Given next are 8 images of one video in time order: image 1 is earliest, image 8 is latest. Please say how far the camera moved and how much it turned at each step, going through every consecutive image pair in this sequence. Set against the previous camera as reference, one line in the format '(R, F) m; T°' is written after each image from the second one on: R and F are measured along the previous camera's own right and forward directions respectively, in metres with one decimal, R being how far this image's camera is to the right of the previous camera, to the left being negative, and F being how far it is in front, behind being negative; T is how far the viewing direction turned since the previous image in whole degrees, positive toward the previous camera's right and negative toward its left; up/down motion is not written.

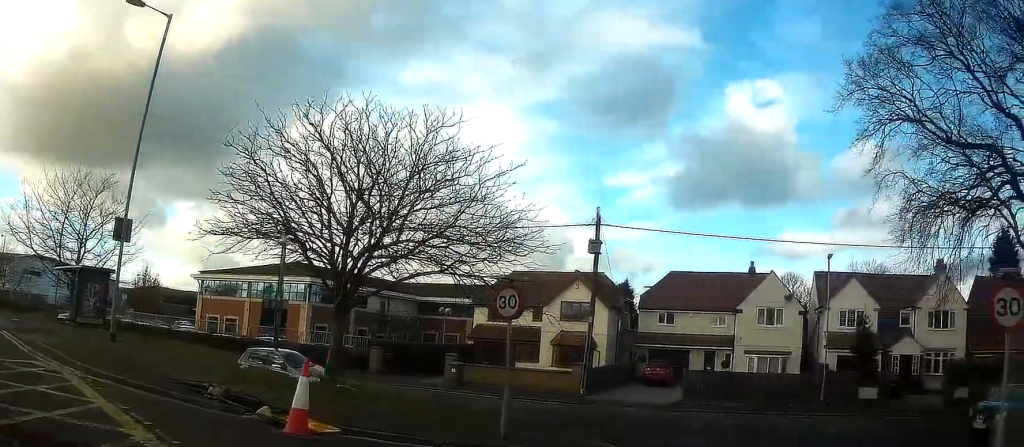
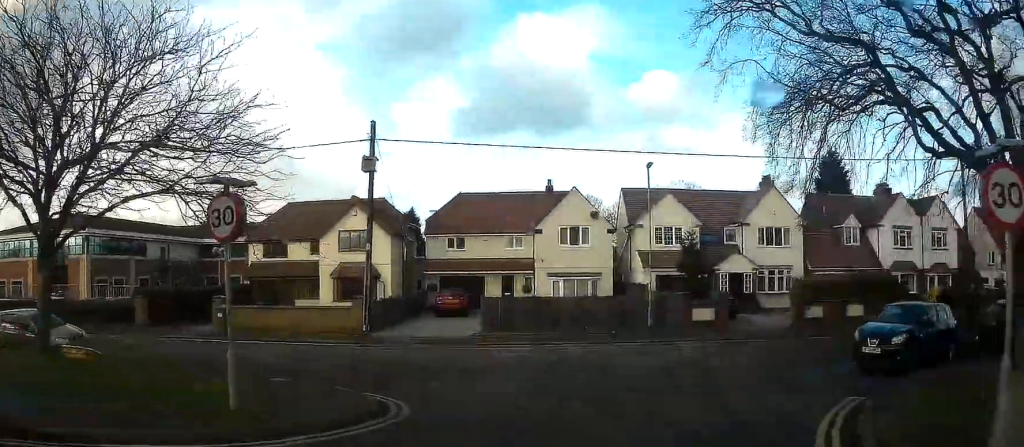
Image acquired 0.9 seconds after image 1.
(+0.3, +2.4) m; +14°
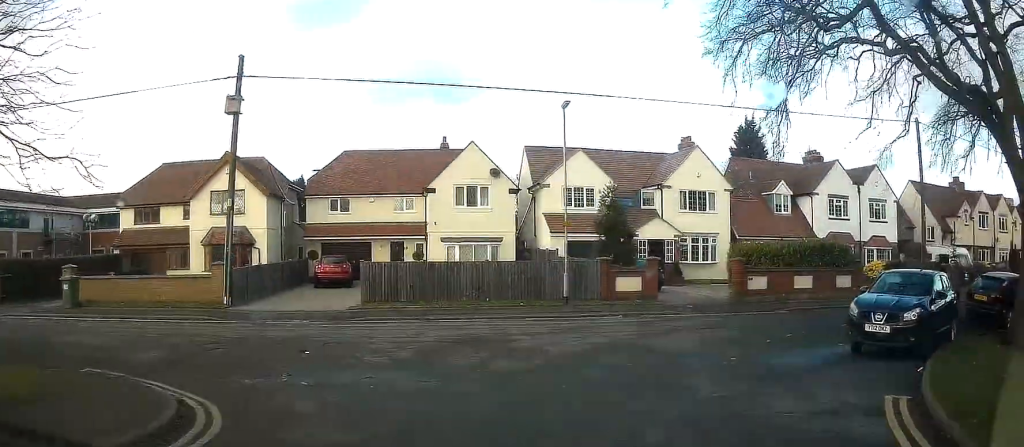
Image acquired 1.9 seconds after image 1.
(+0.4, +3.3) m; +8°
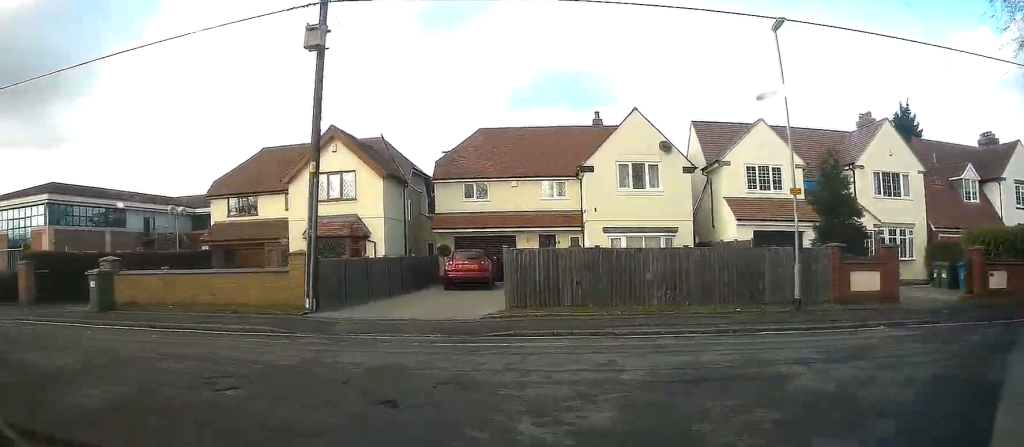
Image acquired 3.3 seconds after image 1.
(0.0, +5.9) m; -4°
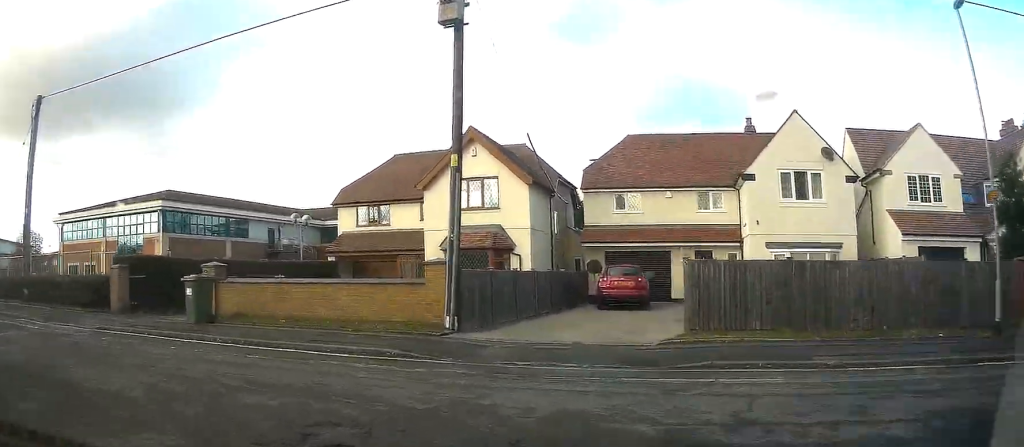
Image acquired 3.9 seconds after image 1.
(-0.1, +2.3) m; -10°
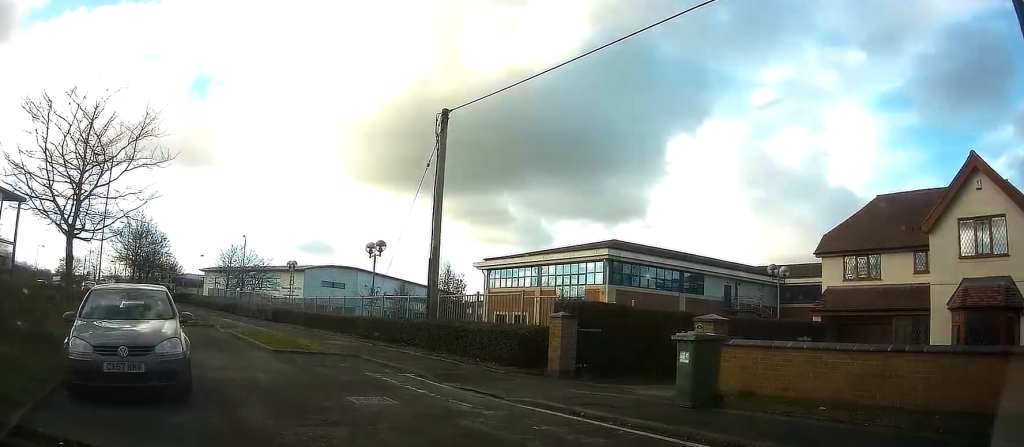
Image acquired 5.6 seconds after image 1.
(-1.8, +4.8) m; -51°
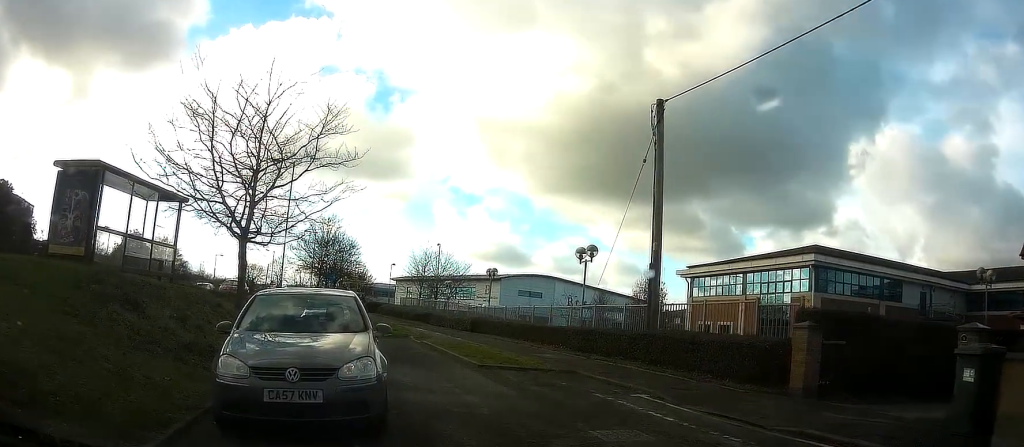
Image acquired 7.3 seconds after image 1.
(-1.0, +2.3) m; -26°
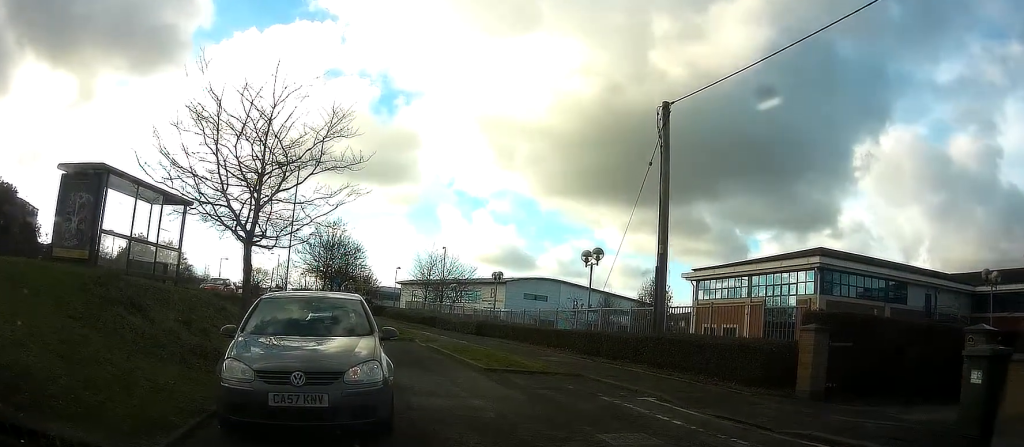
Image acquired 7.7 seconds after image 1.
(-0.2, +0.3) m; 0°
